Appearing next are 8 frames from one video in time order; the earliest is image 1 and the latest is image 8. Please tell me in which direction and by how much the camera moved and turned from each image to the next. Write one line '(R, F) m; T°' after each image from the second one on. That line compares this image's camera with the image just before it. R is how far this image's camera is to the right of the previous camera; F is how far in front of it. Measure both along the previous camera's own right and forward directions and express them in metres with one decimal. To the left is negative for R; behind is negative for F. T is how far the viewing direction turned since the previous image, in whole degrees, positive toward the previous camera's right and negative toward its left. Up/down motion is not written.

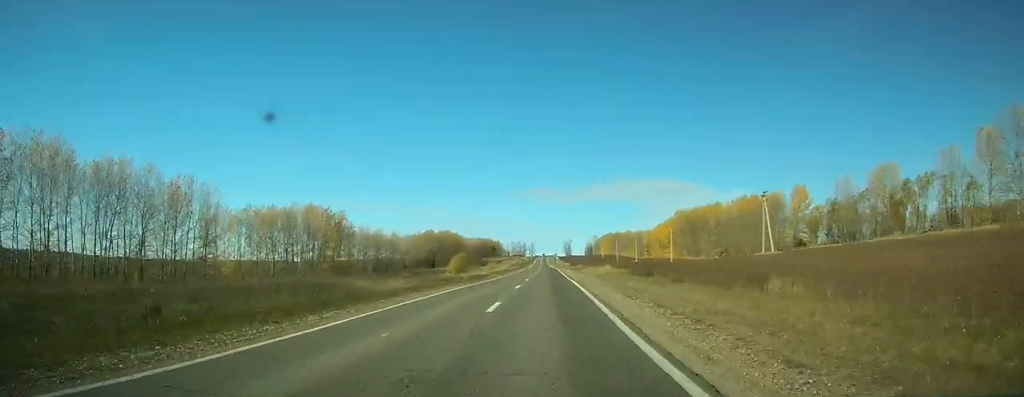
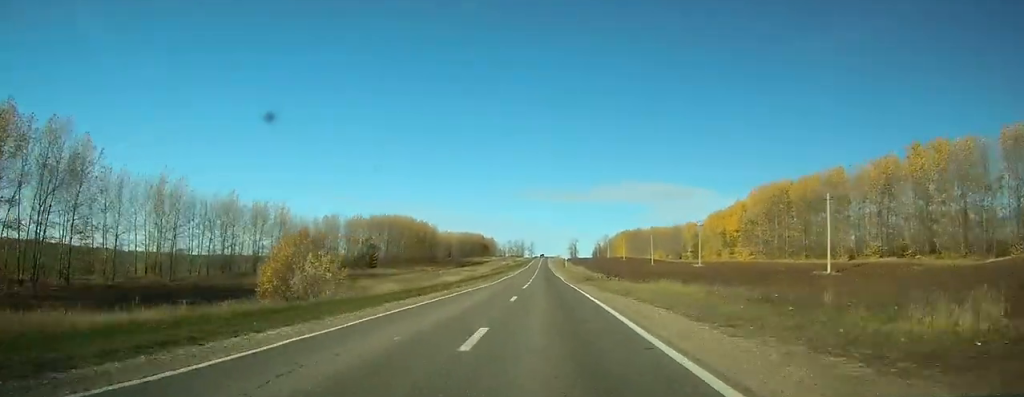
(+0.1, +91.3) m; 0°
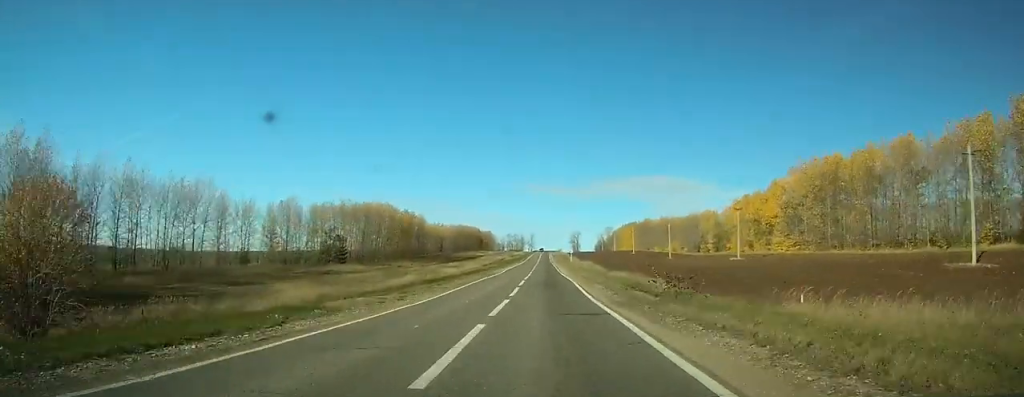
(-0.1, +27.8) m; 0°
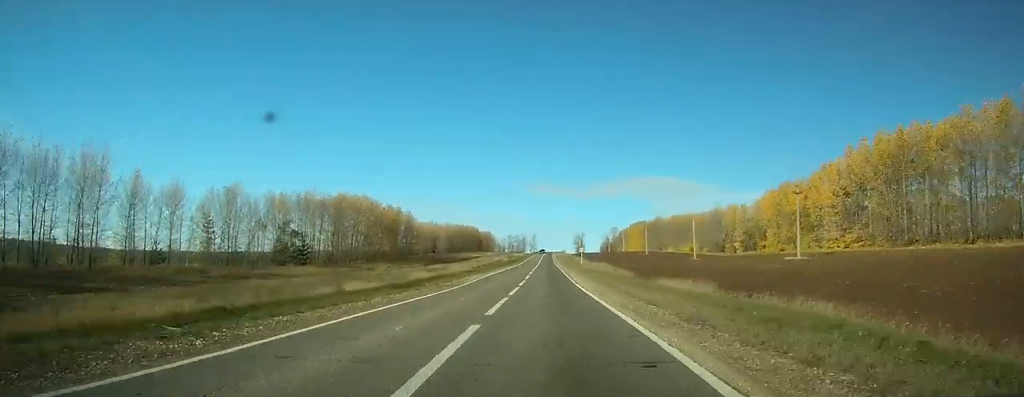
(-0.1, +26.1) m; 0°
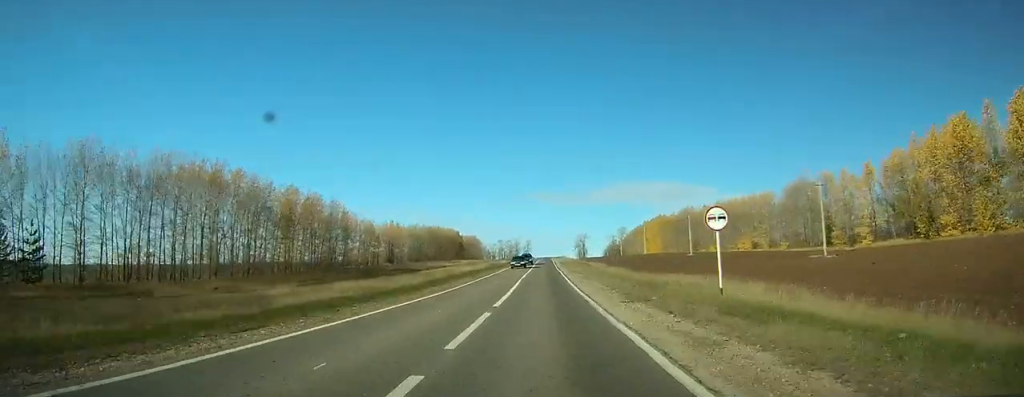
(+0.1, +69.4) m; 0°
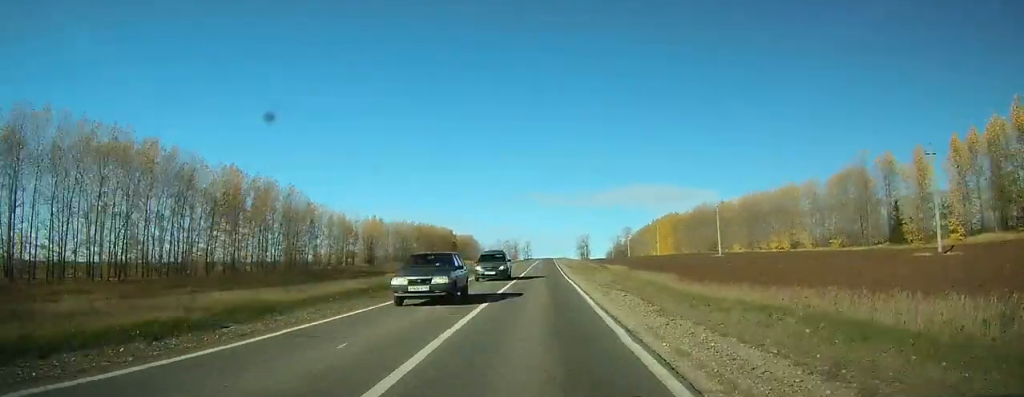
(0.0, +21.9) m; 0°
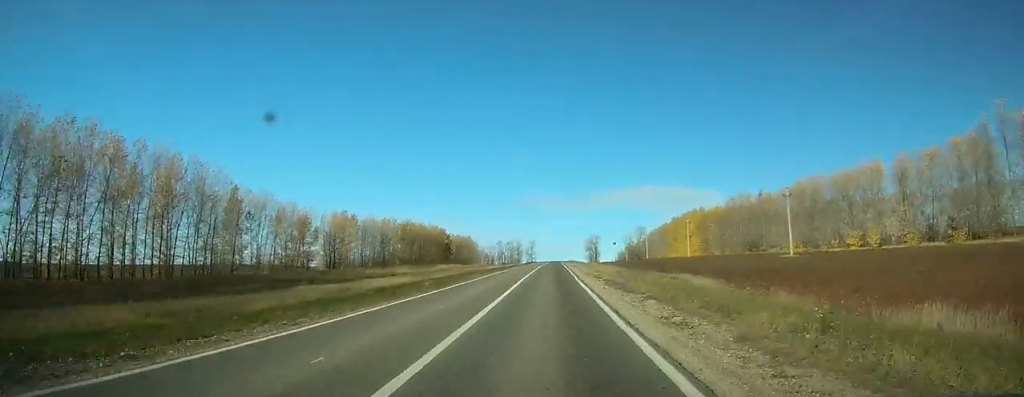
(-0.1, +31.2) m; 0°
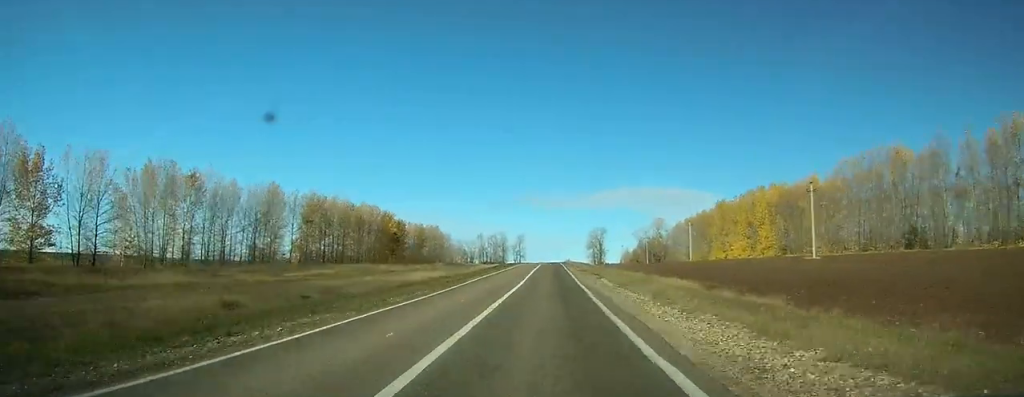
(-0.1, +73.2) m; 0°
